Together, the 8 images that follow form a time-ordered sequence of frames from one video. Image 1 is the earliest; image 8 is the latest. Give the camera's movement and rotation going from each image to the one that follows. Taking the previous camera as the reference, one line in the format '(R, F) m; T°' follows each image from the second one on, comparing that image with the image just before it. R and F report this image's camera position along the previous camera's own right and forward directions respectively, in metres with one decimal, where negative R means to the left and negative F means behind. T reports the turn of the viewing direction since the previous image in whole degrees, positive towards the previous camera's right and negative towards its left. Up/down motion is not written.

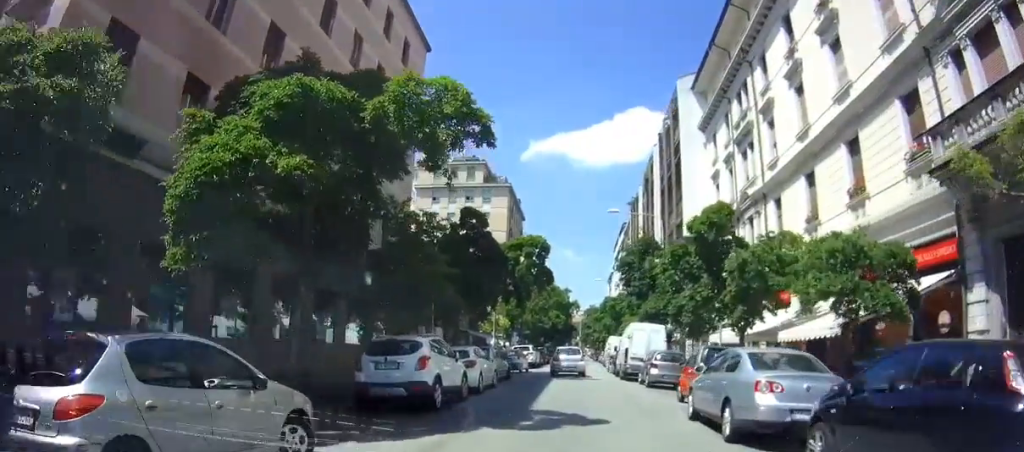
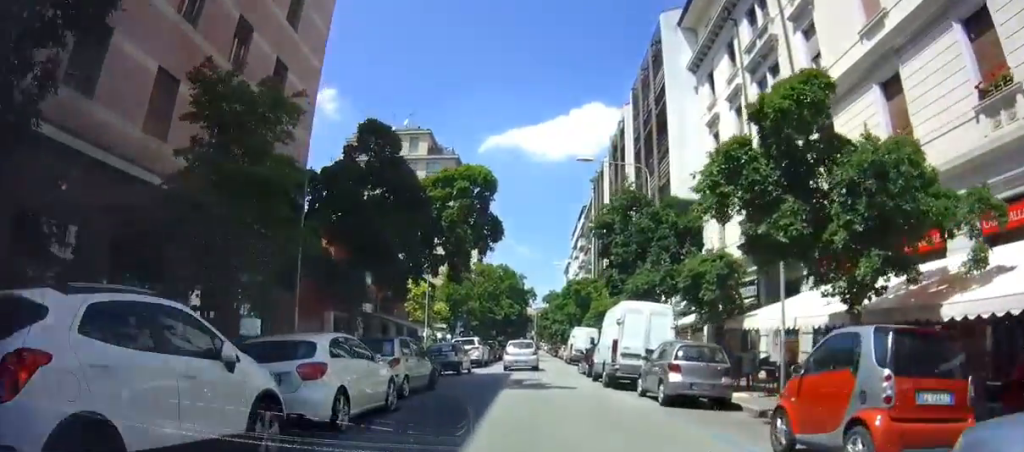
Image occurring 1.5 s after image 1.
(+0.8, +7.3) m; +7°
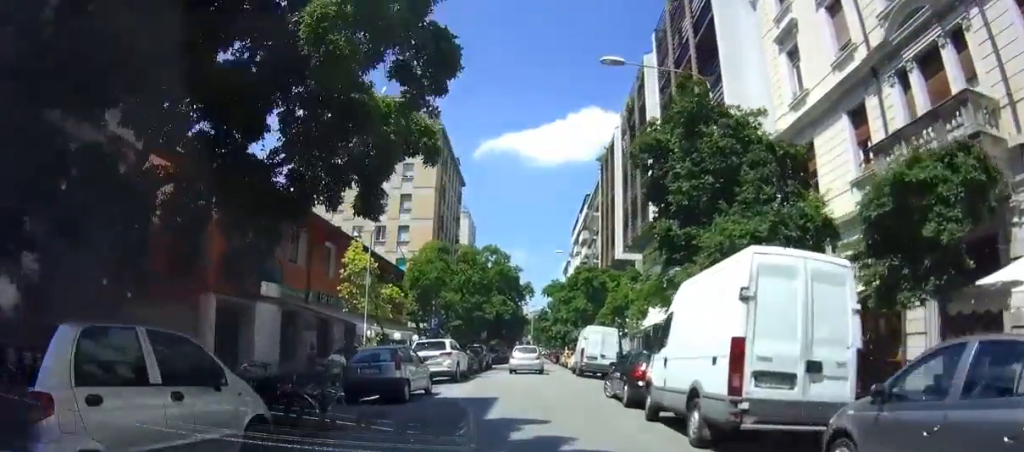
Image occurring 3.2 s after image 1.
(0.0, +9.9) m; 0°
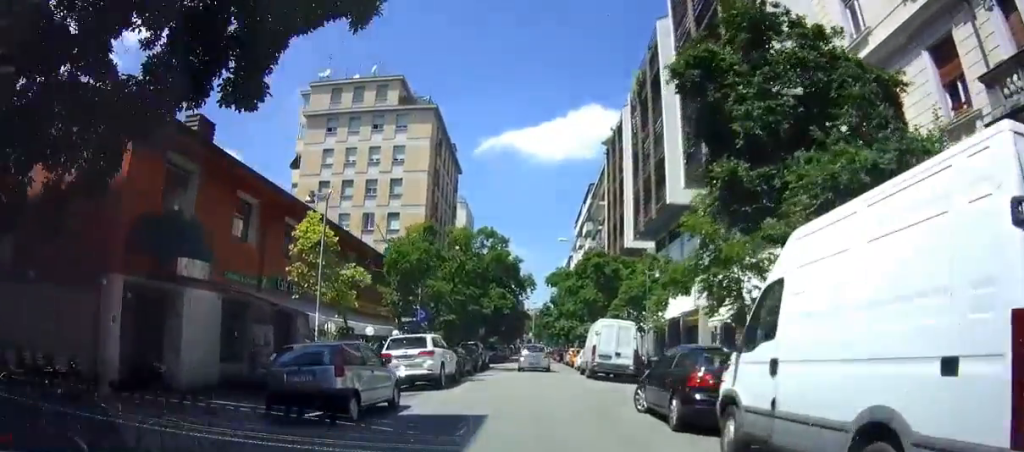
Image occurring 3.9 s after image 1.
(0.0, +4.4) m; +2°
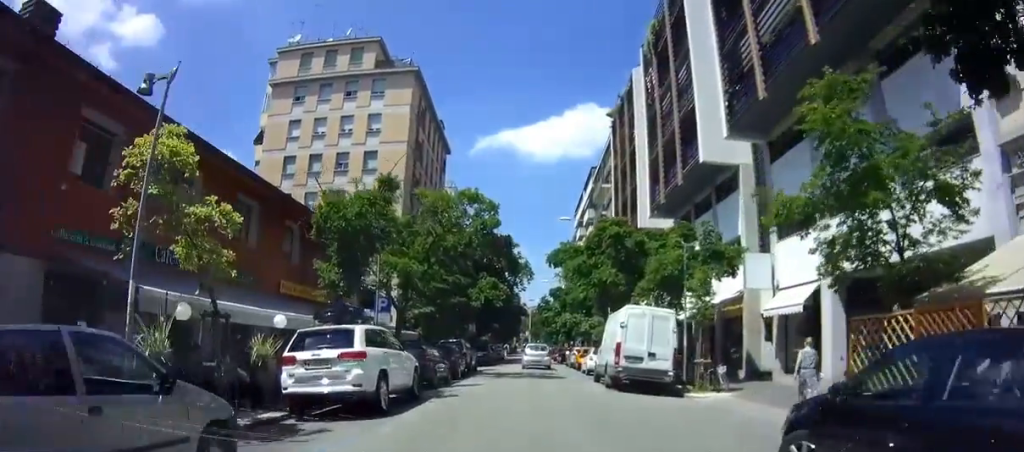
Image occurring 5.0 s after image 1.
(+0.2, +7.1) m; +5°
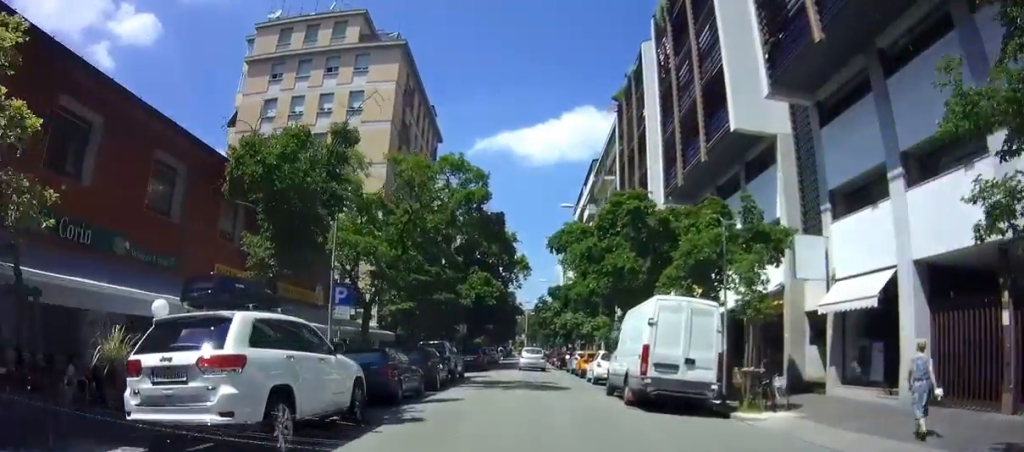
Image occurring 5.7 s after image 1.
(+0.3, +5.6) m; +3°
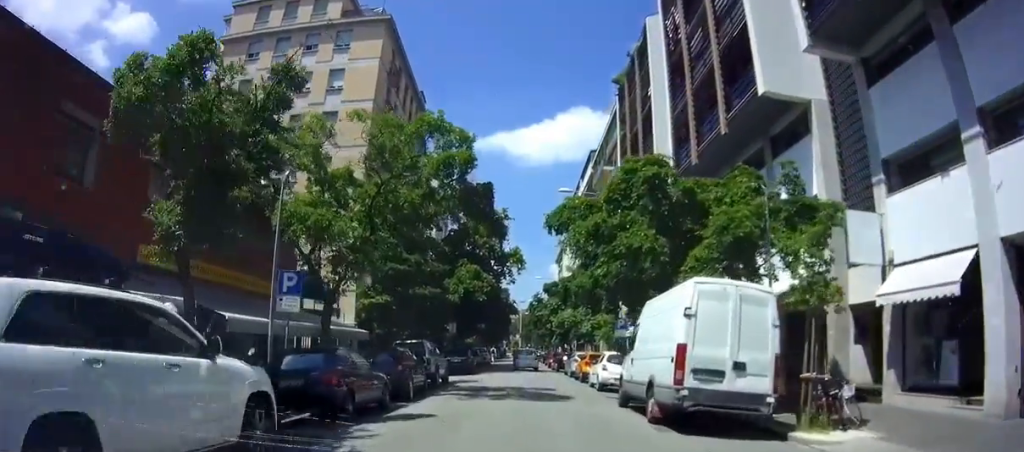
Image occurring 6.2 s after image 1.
(0.0, +3.8) m; -2°
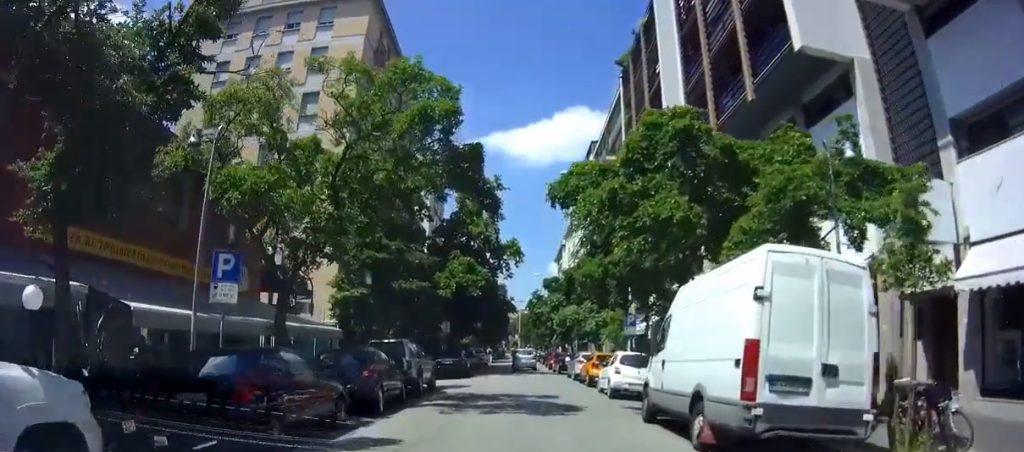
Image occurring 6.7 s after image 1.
(+0.1, +3.8) m; -2°
